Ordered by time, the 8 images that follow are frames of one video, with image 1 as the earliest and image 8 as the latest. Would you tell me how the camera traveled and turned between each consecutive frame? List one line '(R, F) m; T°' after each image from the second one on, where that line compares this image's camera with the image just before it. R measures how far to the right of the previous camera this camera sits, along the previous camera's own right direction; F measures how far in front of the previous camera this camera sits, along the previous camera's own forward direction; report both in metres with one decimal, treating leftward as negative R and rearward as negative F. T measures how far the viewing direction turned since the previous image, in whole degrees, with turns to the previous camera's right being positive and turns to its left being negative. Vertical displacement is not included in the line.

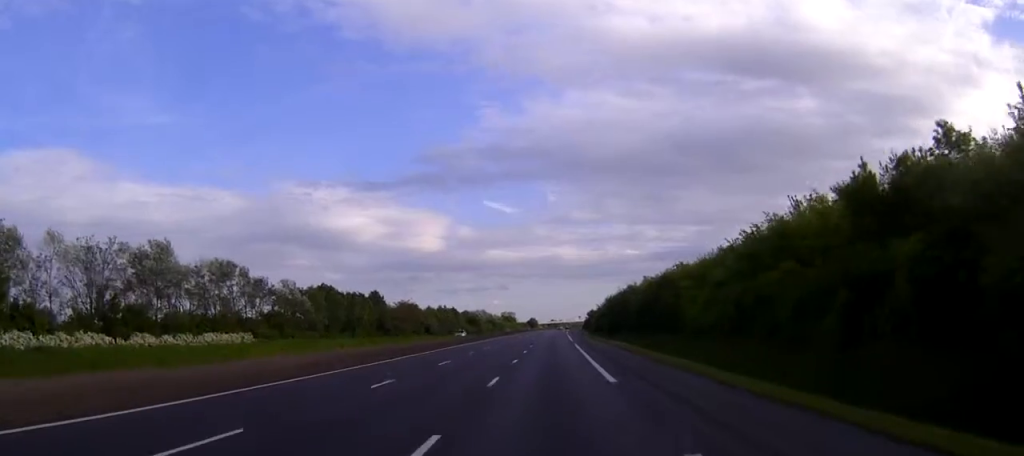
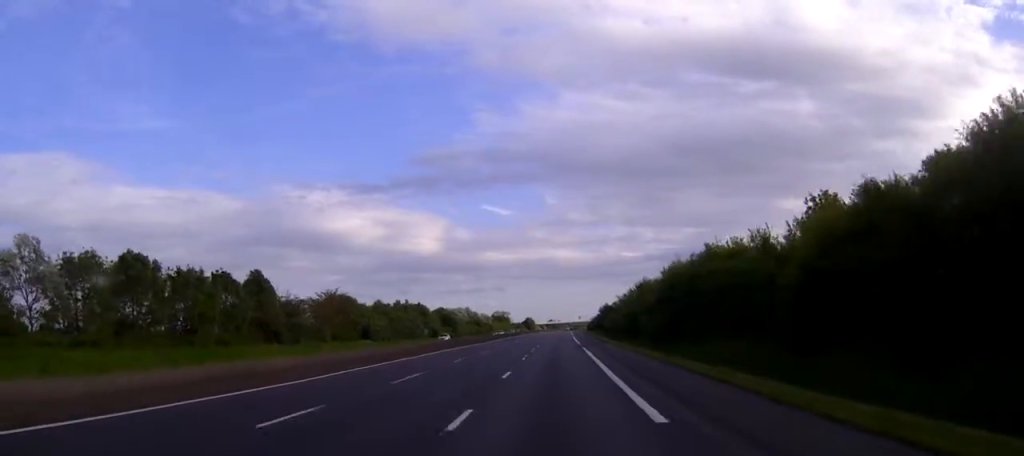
(+0.2, +61.4) m; 0°
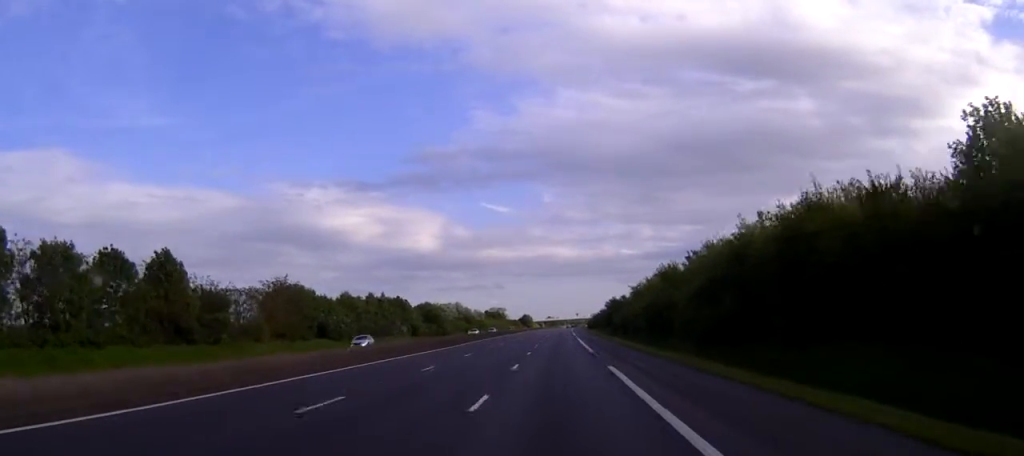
(0.0, +23.7) m; 0°
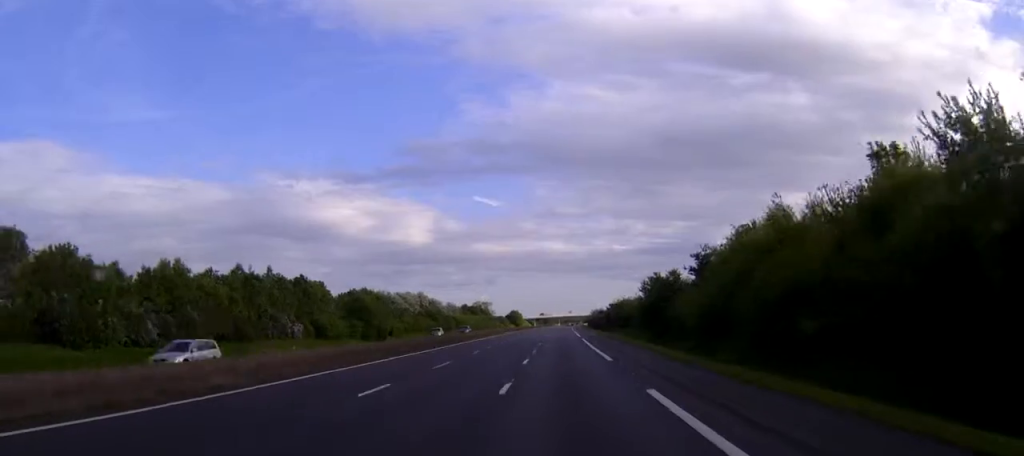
(+0.2, +61.8) m; 0°
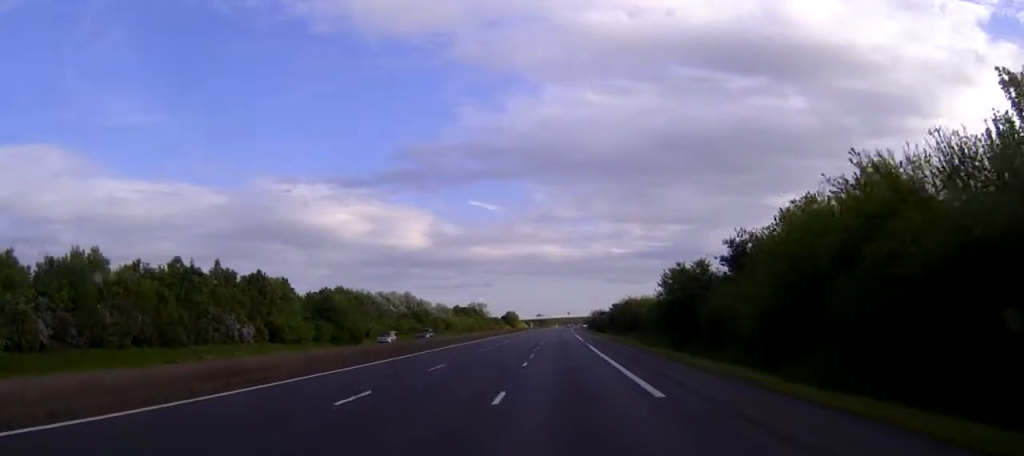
(0.0, +15.2) m; 0°
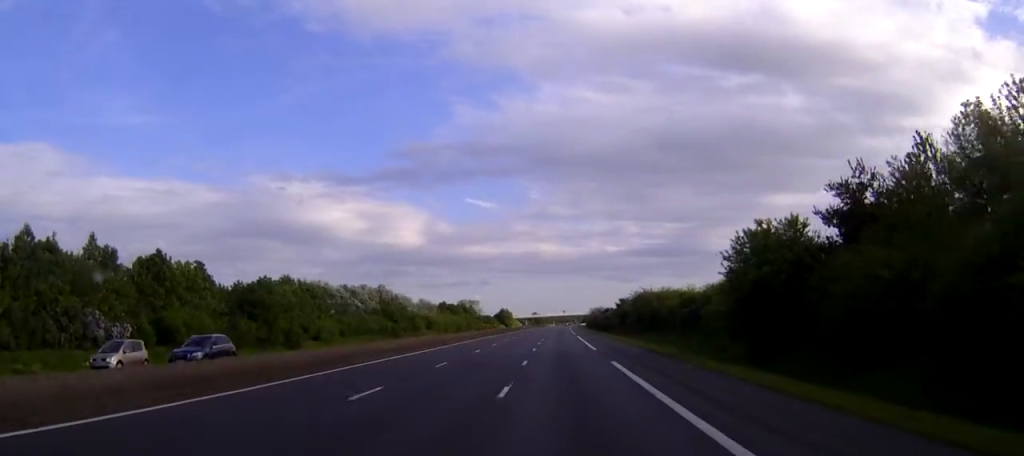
(+0.1, +24.7) m; 0°
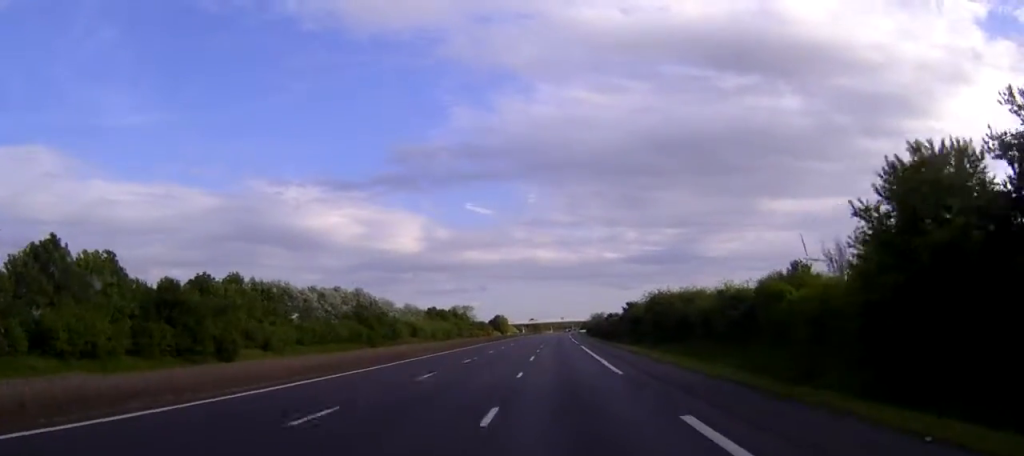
(0.0, +17.1) m; 0°
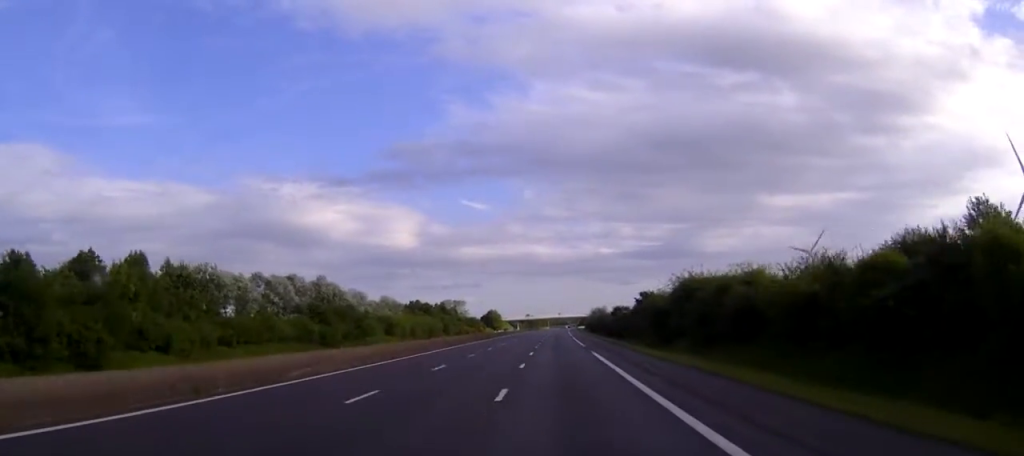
(0.0, +22.0) m; 0°
